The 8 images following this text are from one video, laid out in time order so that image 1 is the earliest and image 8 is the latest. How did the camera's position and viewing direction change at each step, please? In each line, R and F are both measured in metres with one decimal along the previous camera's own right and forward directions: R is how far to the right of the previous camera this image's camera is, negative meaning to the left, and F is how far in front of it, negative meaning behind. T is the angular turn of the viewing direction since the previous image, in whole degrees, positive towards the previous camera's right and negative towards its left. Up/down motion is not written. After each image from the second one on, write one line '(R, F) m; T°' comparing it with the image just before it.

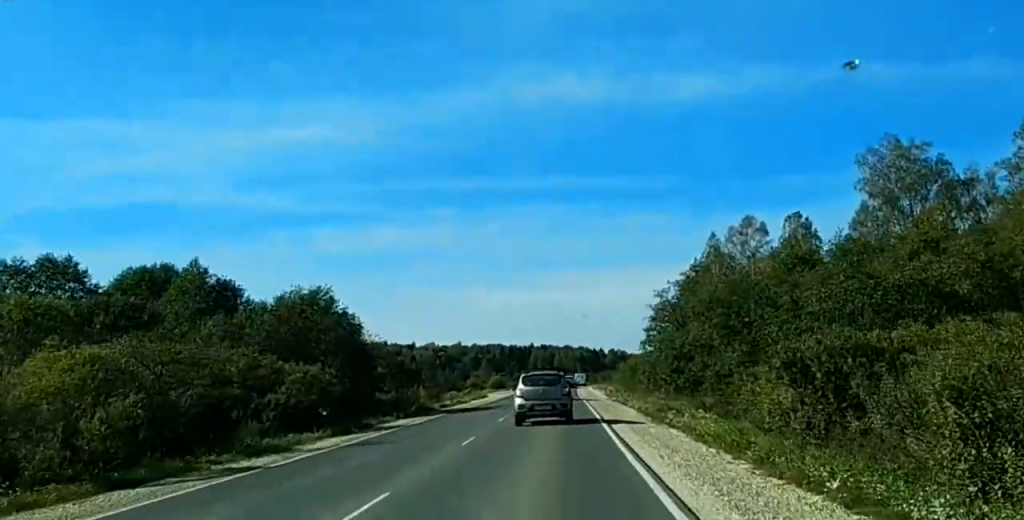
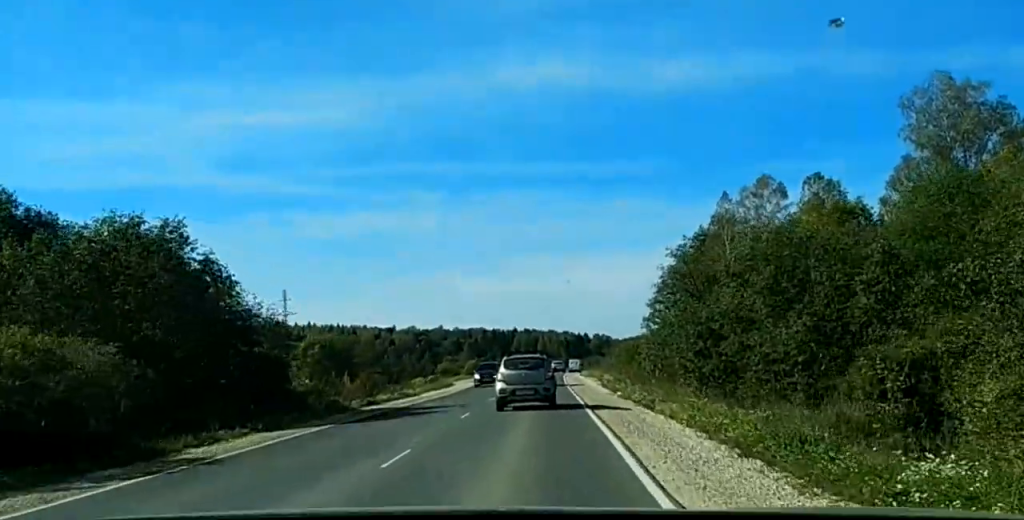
(0.0, +19.3) m; 0°
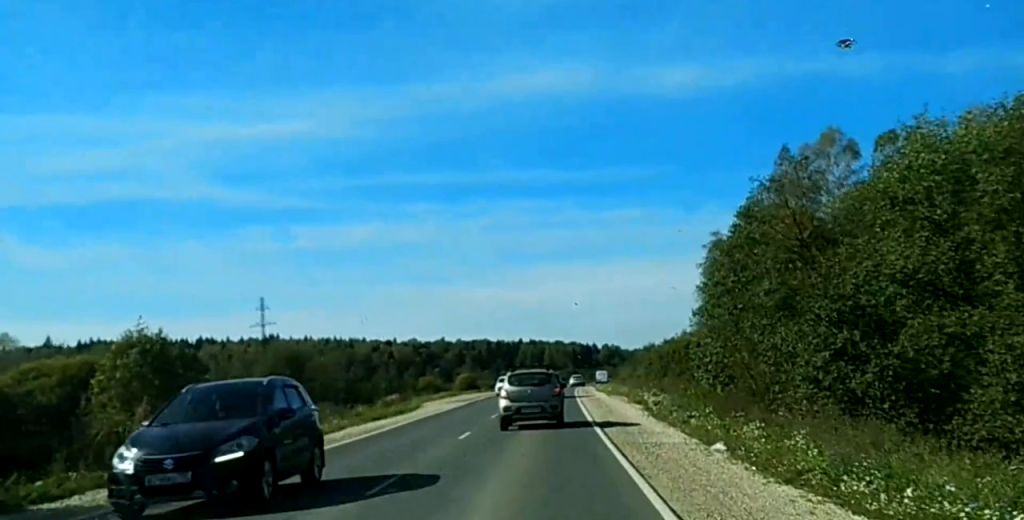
(0.0, +24.0) m; 0°
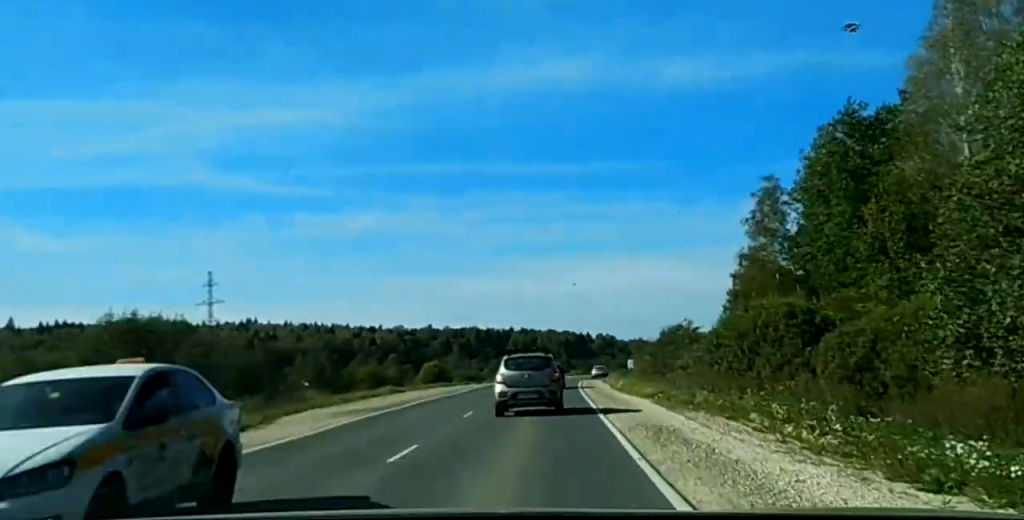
(0.0, +33.3) m; 0°
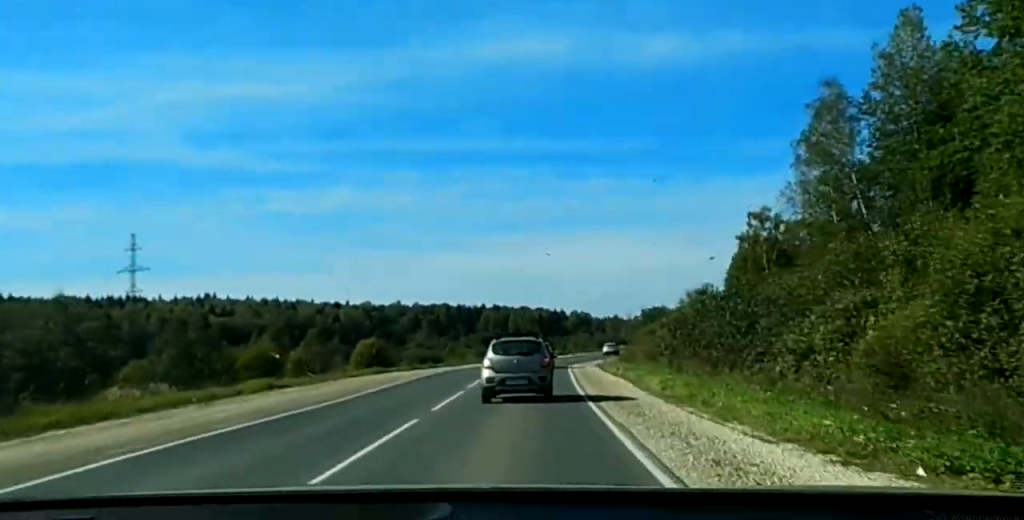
(0.0, +28.6) m; +1°
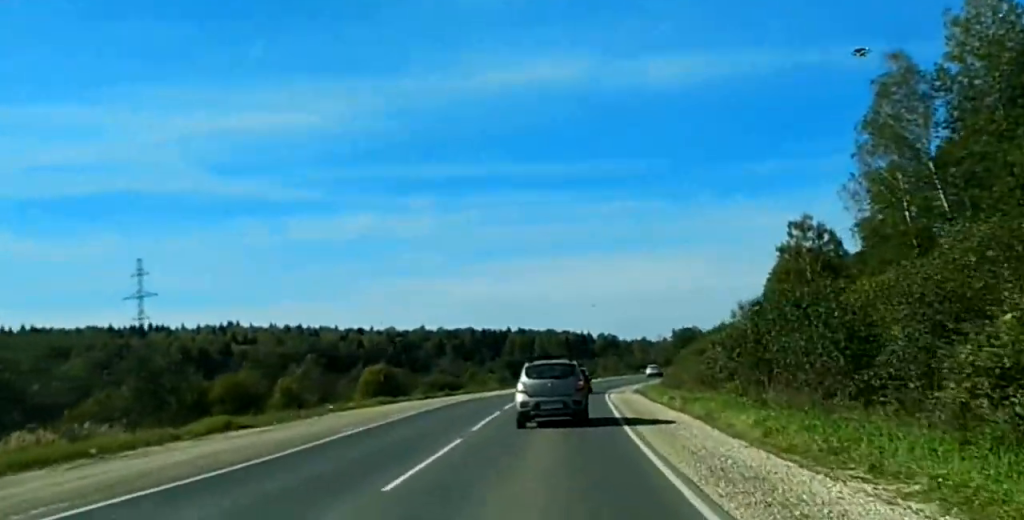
(0.0, +11.0) m; +1°
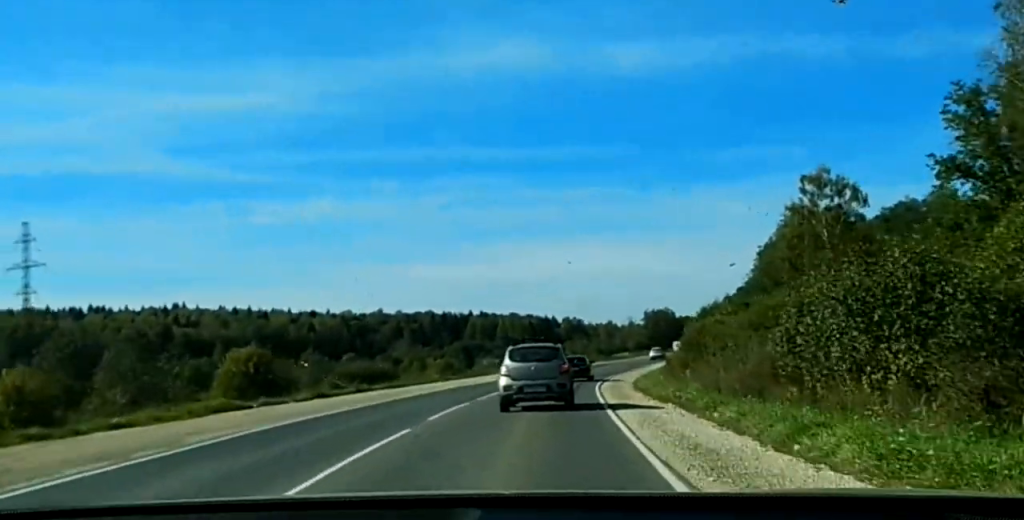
(+0.6, +29.5) m; +2°
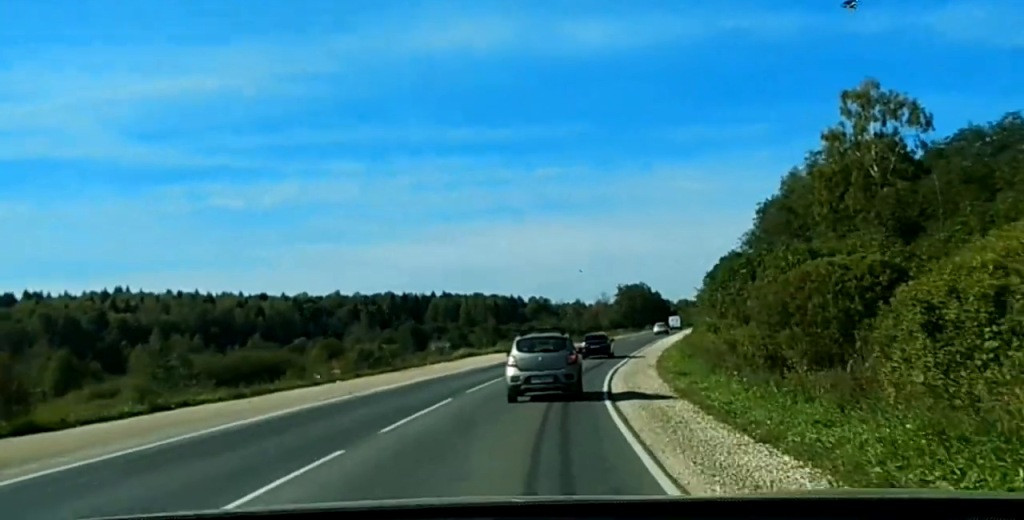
(+0.3, +35.2) m; +2°
